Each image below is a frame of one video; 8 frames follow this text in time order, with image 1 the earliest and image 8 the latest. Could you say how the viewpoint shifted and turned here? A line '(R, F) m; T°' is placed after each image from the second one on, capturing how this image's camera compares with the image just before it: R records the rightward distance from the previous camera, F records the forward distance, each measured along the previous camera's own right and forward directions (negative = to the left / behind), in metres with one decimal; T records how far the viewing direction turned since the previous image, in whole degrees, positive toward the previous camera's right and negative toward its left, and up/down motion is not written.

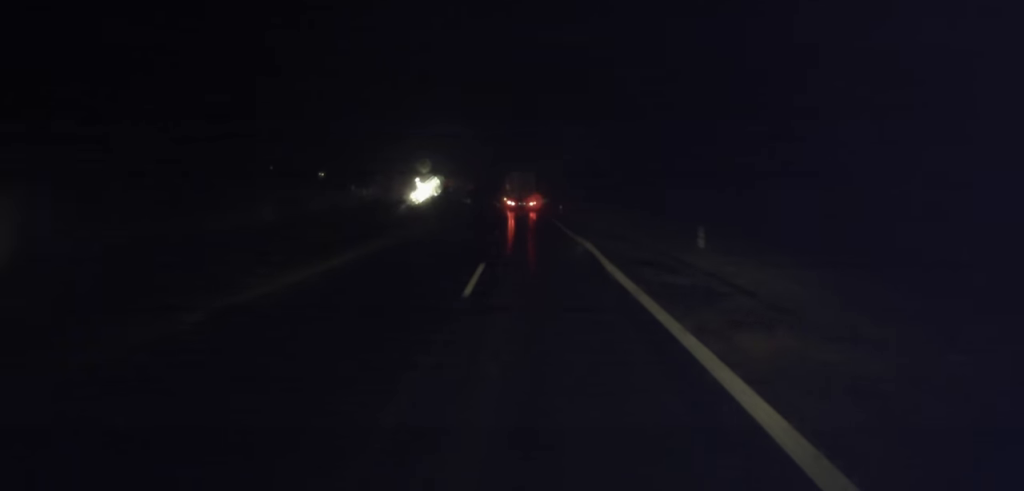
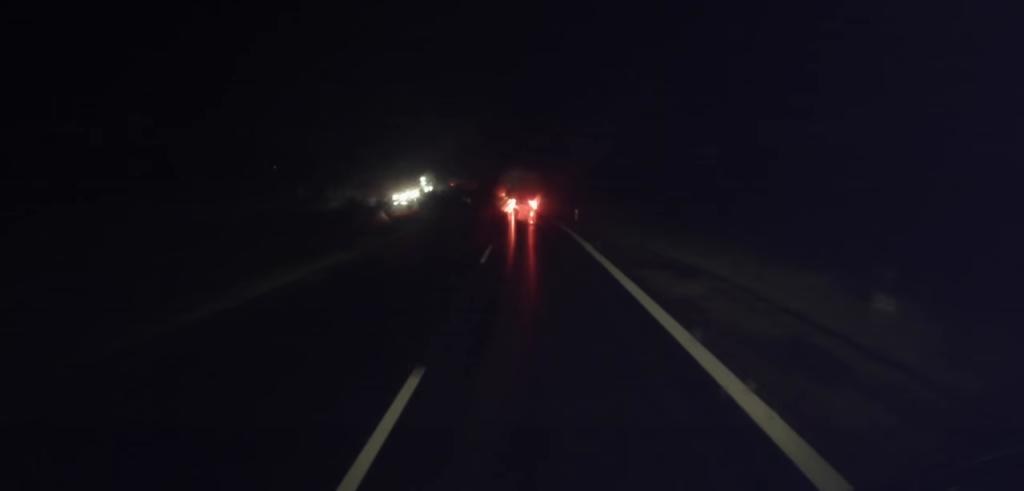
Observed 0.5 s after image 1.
(-0.1, +12.0) m; 0°
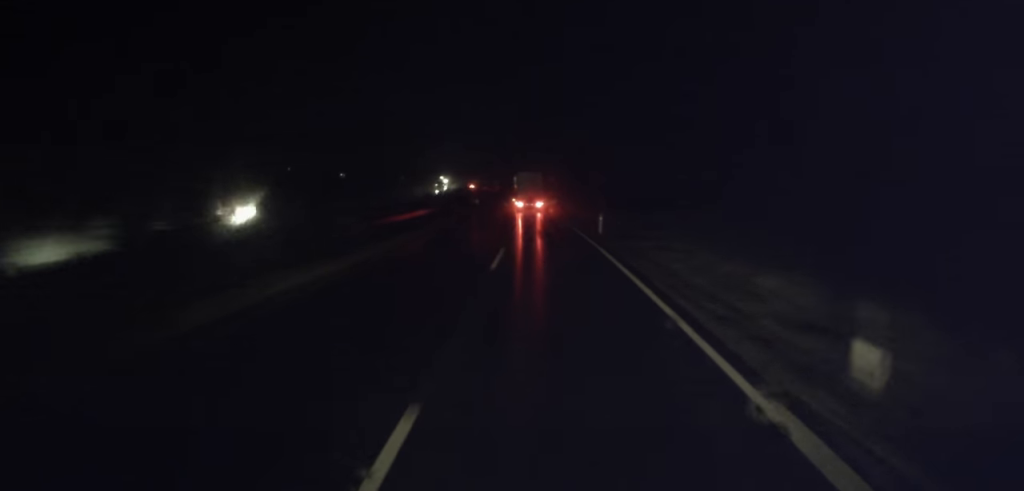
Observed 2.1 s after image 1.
(-0.6, +37.6) m; -2°
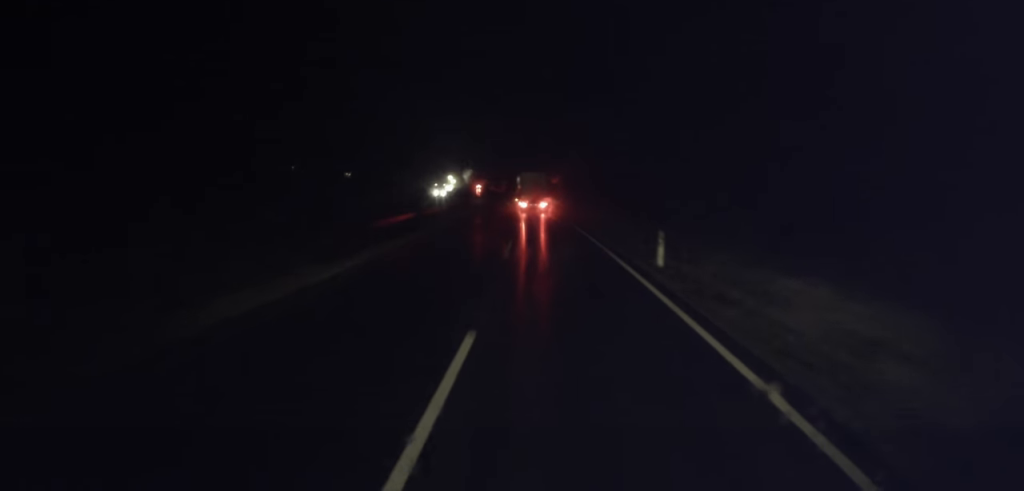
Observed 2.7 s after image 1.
(-0.2, +14.4) m; -1°
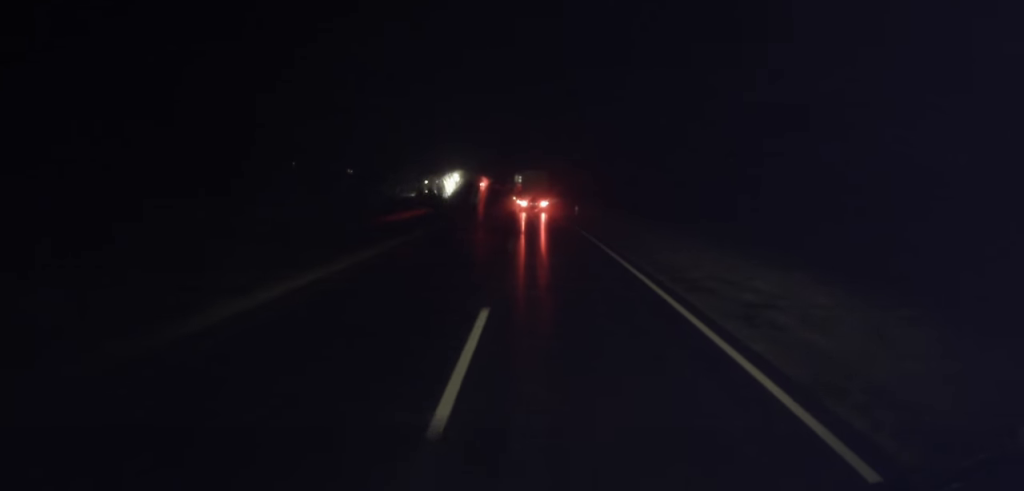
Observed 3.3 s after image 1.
(0.0, +16.0) m; 0°
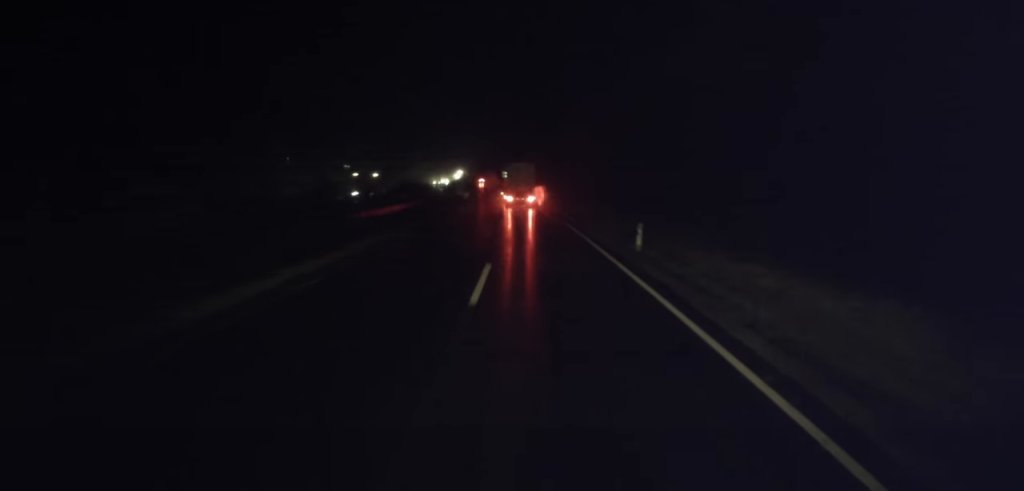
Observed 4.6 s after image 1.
(-0.3, +30.4) m; -1°
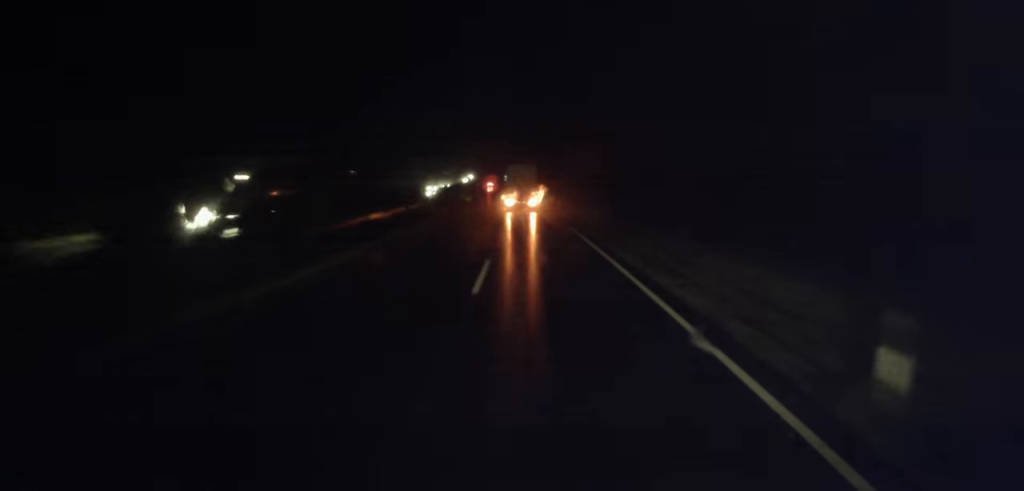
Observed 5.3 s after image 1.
(-0.1, +16.7) m; -1°
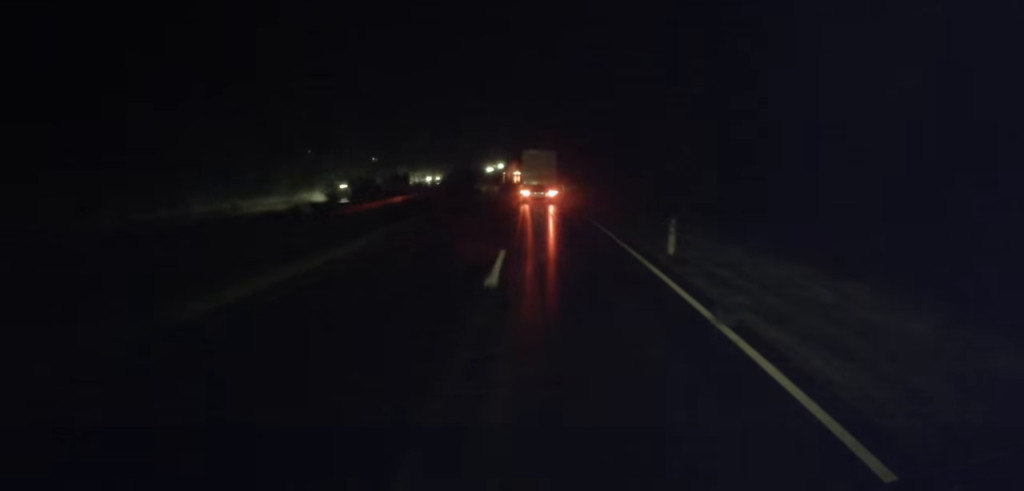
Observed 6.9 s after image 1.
(-0.9, +38.3) m; -2°
